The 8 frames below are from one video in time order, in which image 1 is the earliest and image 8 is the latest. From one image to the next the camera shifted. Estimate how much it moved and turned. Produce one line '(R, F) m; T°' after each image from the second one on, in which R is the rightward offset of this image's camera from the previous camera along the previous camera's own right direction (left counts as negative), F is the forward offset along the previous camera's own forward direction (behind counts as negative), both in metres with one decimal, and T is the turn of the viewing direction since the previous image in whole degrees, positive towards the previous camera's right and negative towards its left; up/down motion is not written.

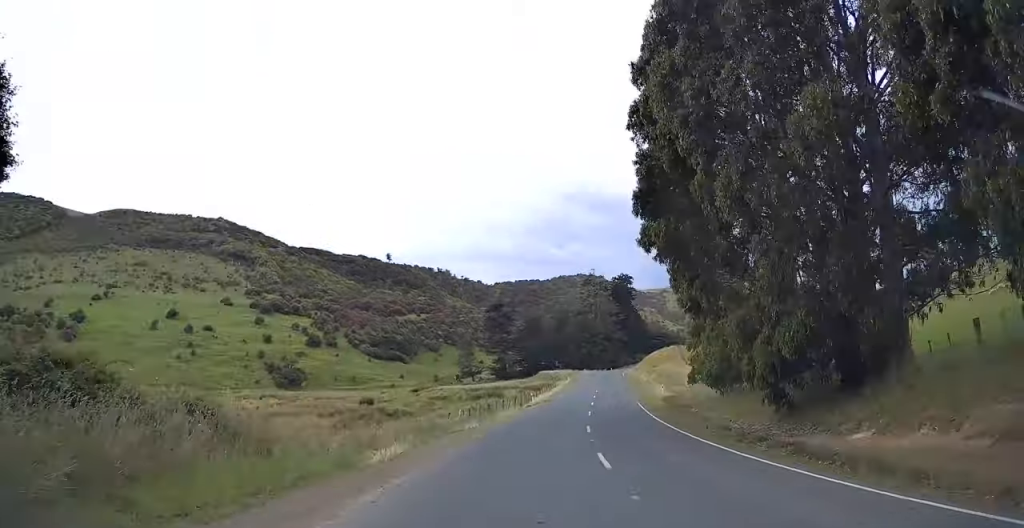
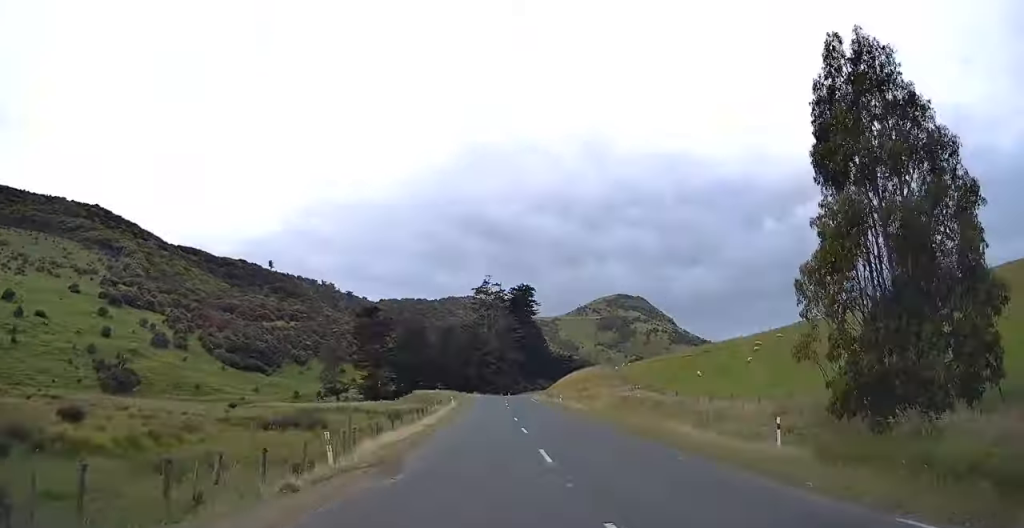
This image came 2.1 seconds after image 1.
(+3.6, +38.8) m; +6°
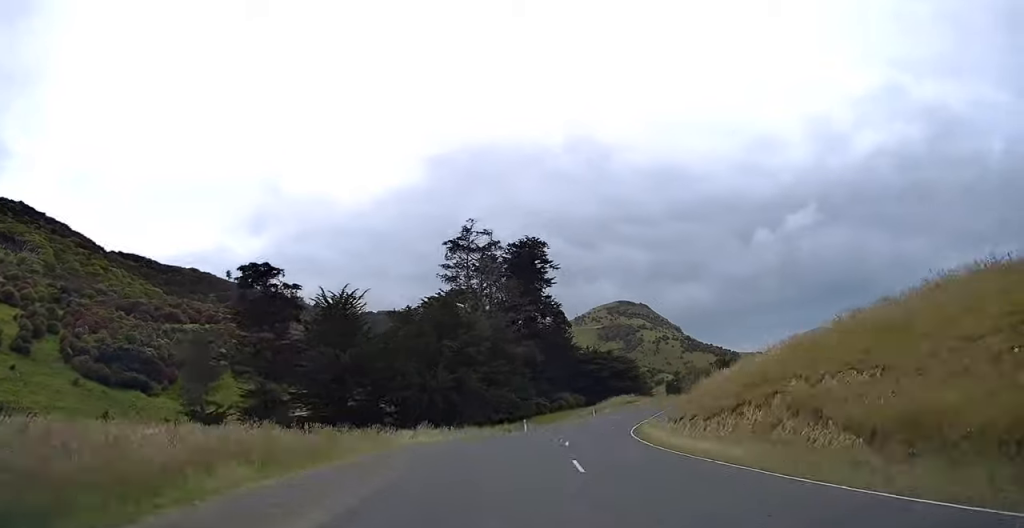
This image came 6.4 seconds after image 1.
(+2.7, +79.5) m; +12°
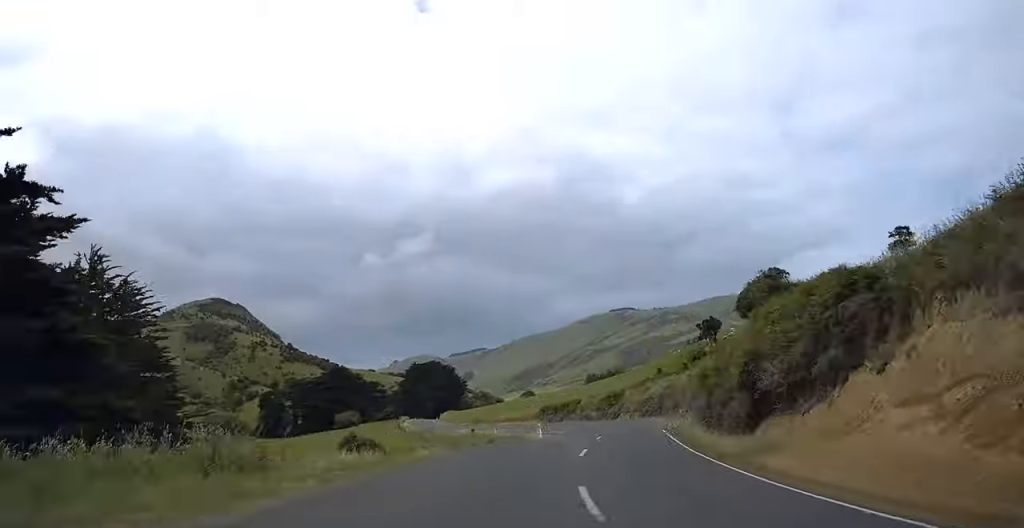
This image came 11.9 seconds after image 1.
(+27.5, +96.4) m; +21°
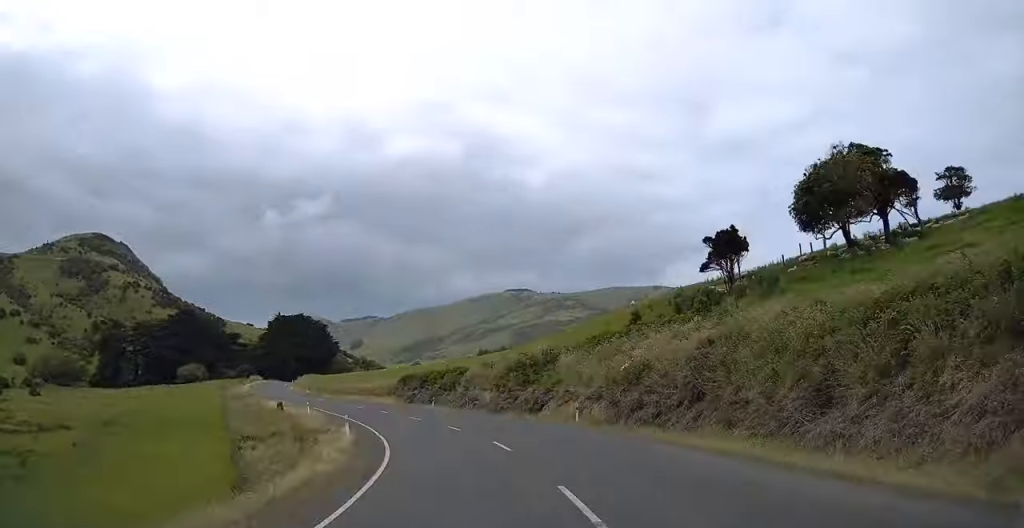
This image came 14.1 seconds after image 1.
(+8.1, +41.0) m; 0°
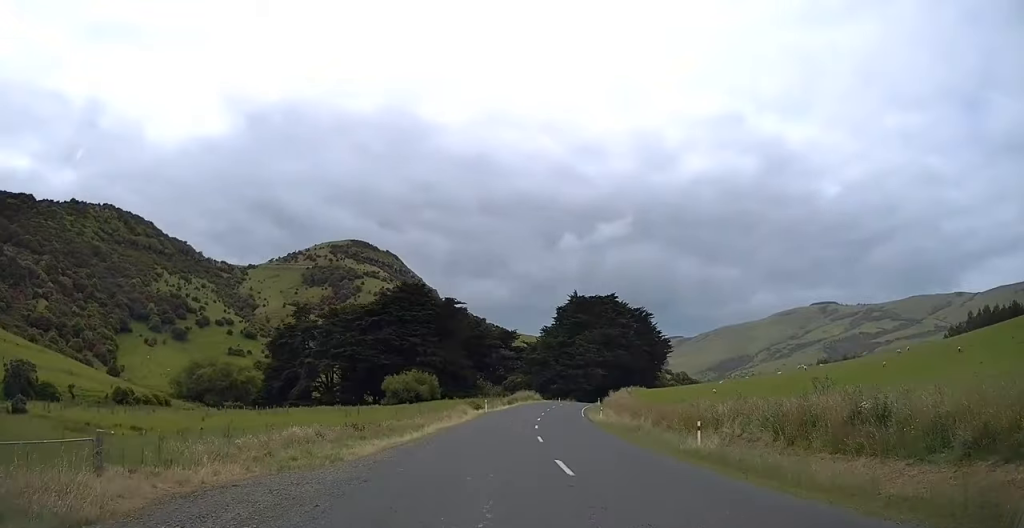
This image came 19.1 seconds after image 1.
(-14.6, +88.9) m; -8°
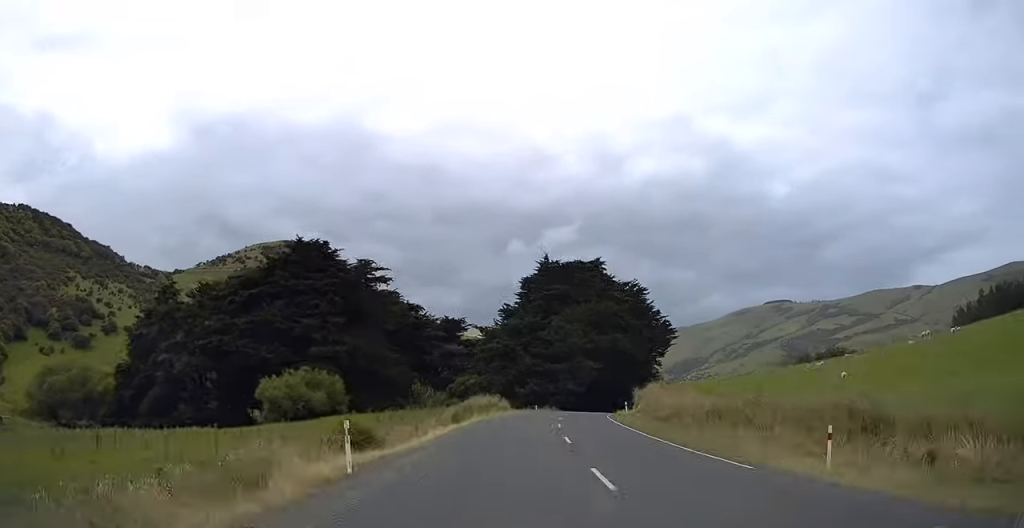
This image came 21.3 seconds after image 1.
(-0.2, +41.2) m; +6°
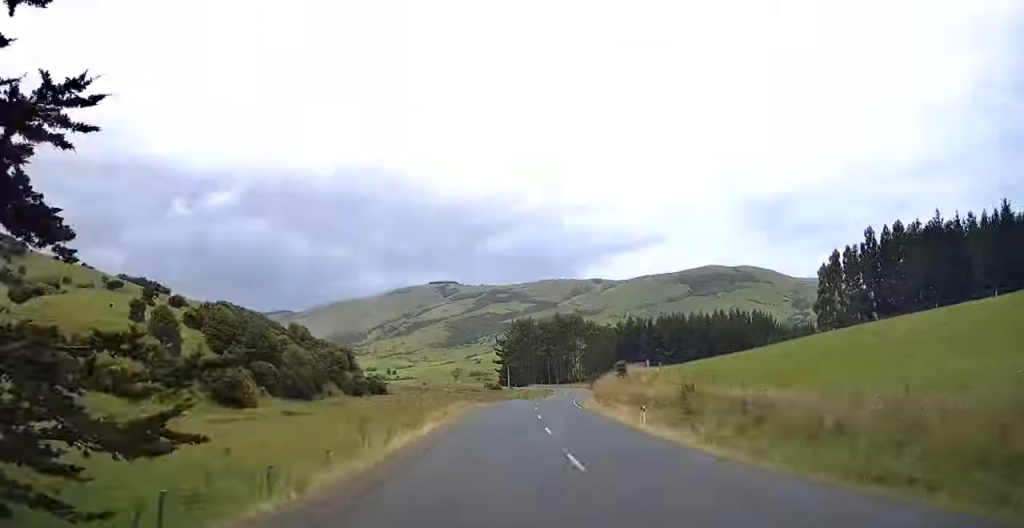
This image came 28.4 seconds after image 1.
(+28.3, +124.7) m; +24°
